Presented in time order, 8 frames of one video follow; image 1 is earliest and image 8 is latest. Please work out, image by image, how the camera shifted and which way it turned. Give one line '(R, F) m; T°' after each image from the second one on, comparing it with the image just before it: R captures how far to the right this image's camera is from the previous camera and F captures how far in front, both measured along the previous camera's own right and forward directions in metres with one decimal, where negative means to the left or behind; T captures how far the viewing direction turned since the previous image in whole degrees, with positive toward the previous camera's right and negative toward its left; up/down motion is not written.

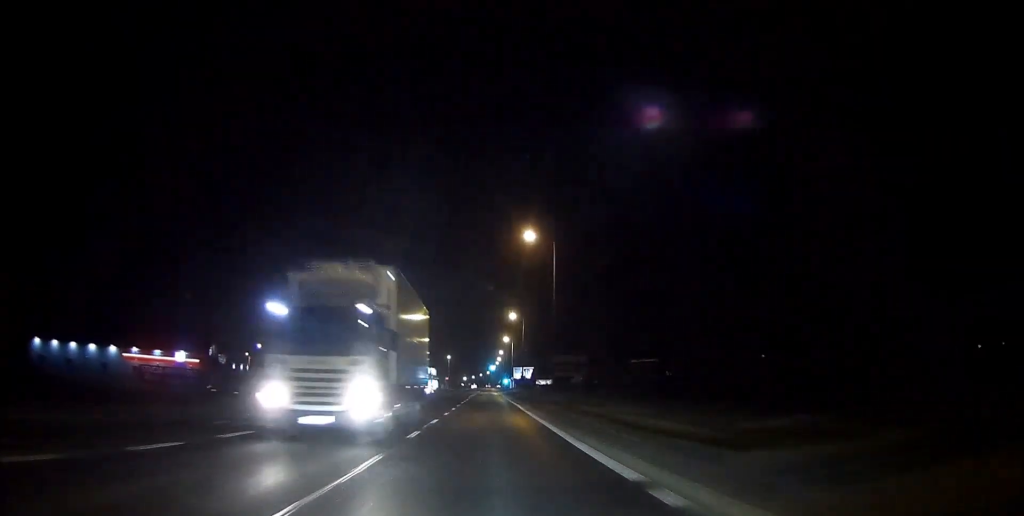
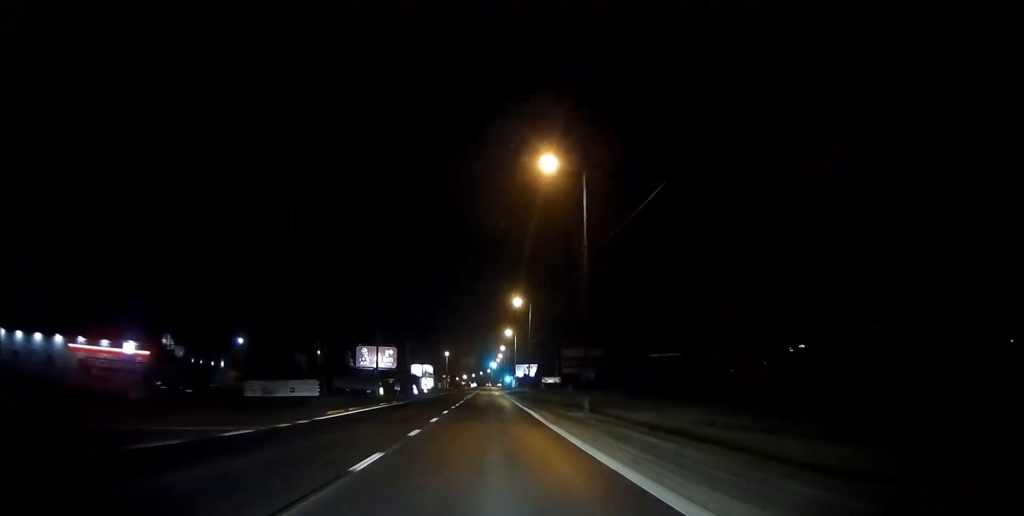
(0.0, +12.1) m; 0°
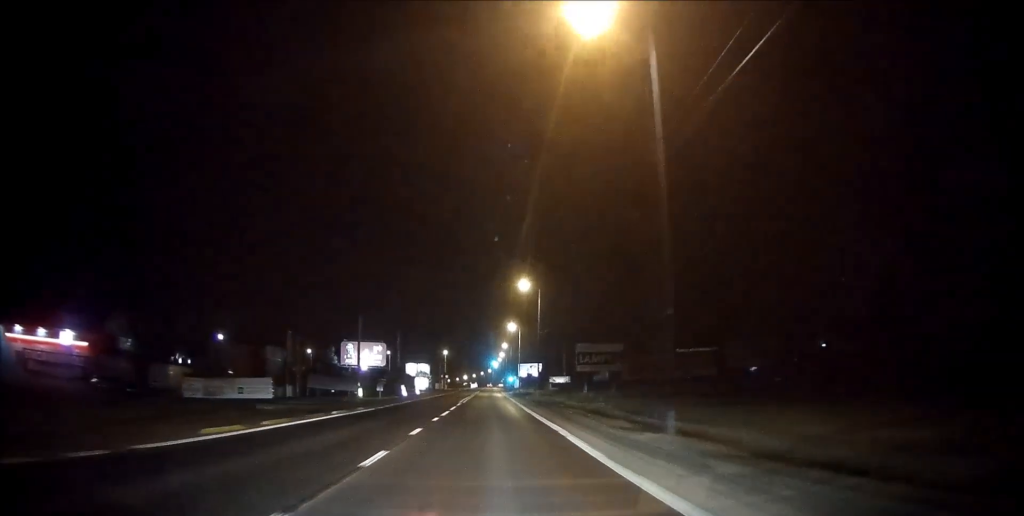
(0.0, +11.5) m; 0°
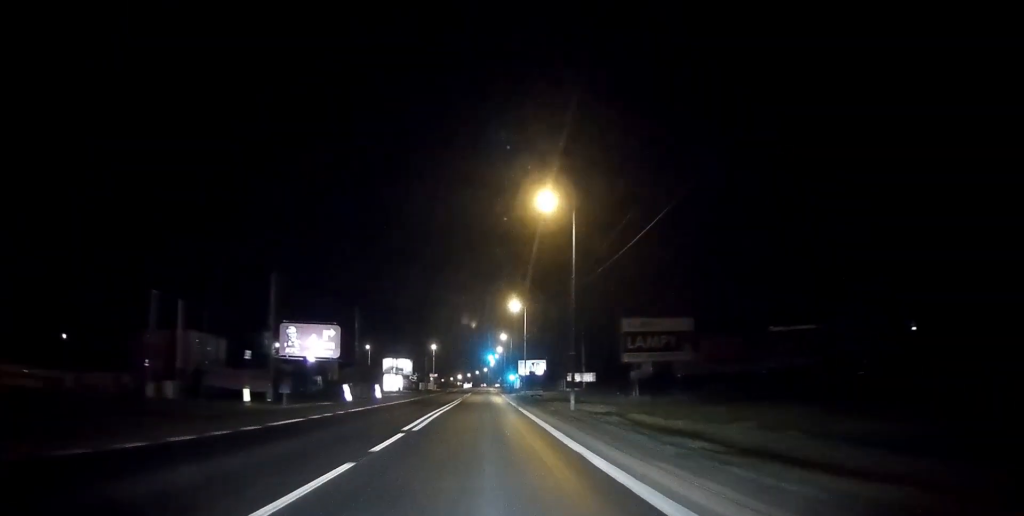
(+0.1, +26.0) m; 0°
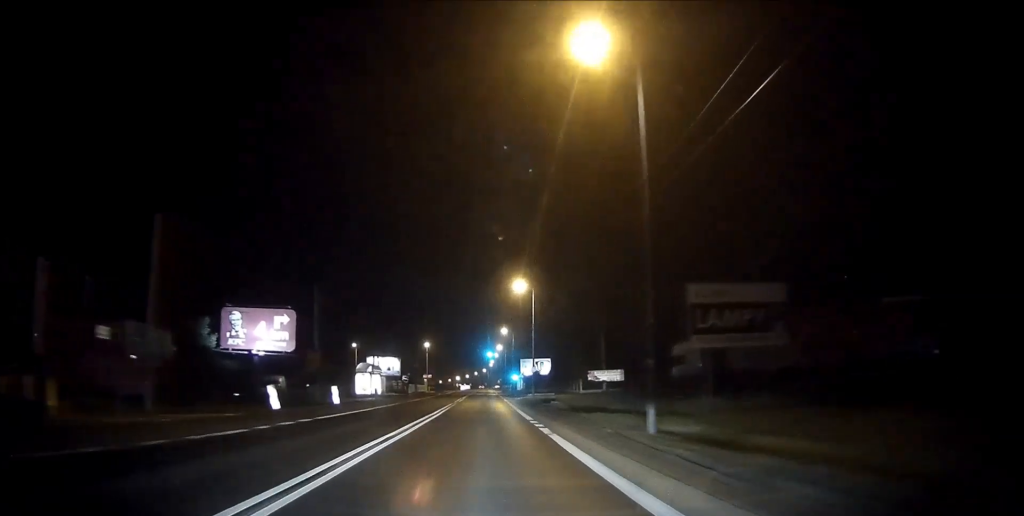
(-0.1, +15.1) m; 0°
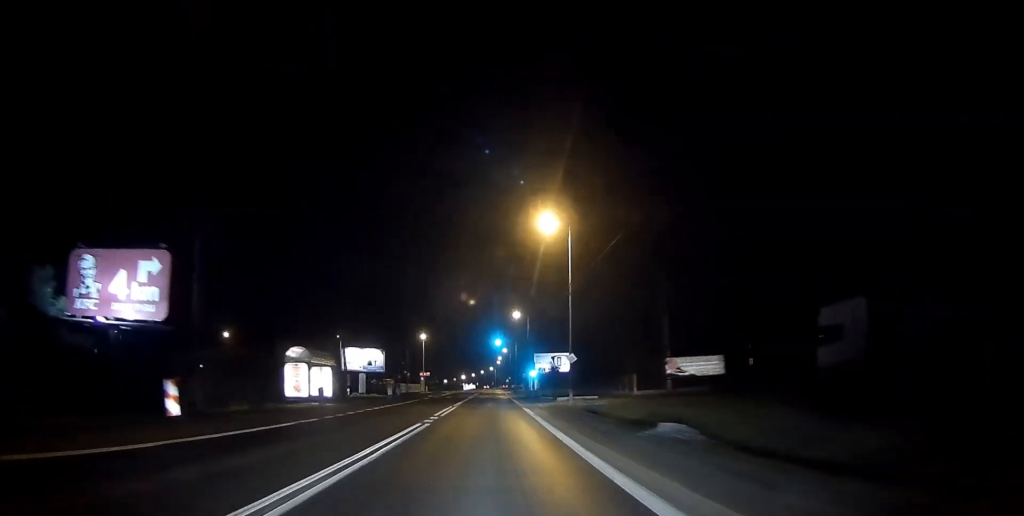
(0.0, +21.8) m; 0°
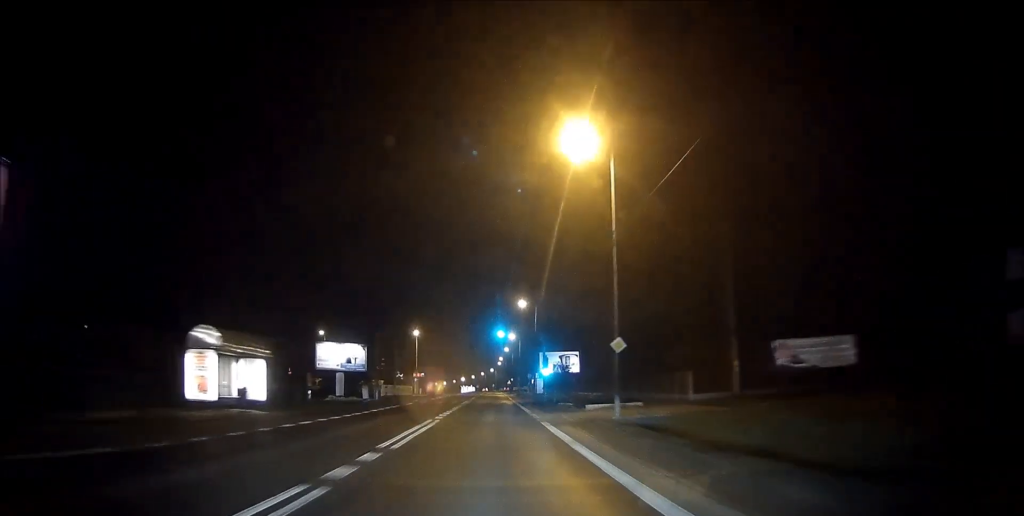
(0.0, +12.7) m; 0°
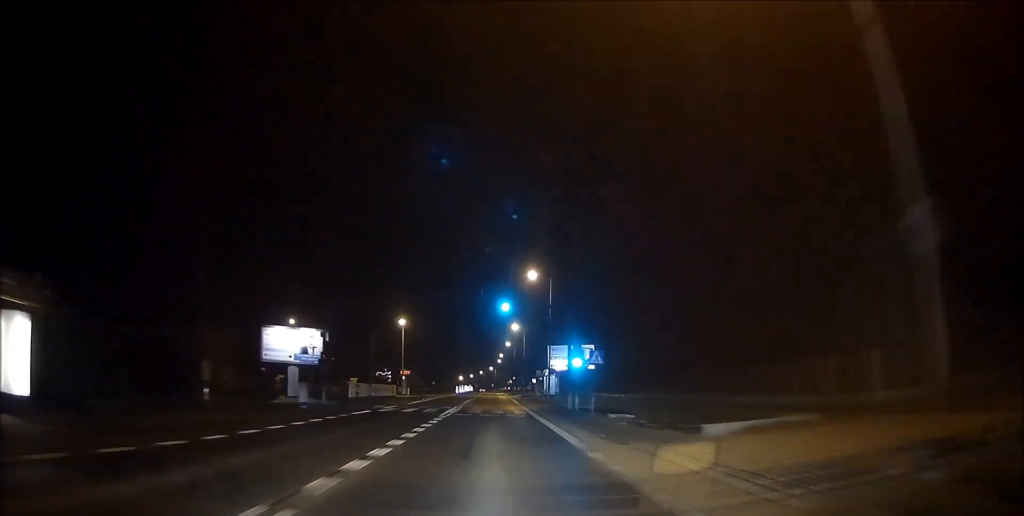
(+0.1, +16.8) m; 0°
